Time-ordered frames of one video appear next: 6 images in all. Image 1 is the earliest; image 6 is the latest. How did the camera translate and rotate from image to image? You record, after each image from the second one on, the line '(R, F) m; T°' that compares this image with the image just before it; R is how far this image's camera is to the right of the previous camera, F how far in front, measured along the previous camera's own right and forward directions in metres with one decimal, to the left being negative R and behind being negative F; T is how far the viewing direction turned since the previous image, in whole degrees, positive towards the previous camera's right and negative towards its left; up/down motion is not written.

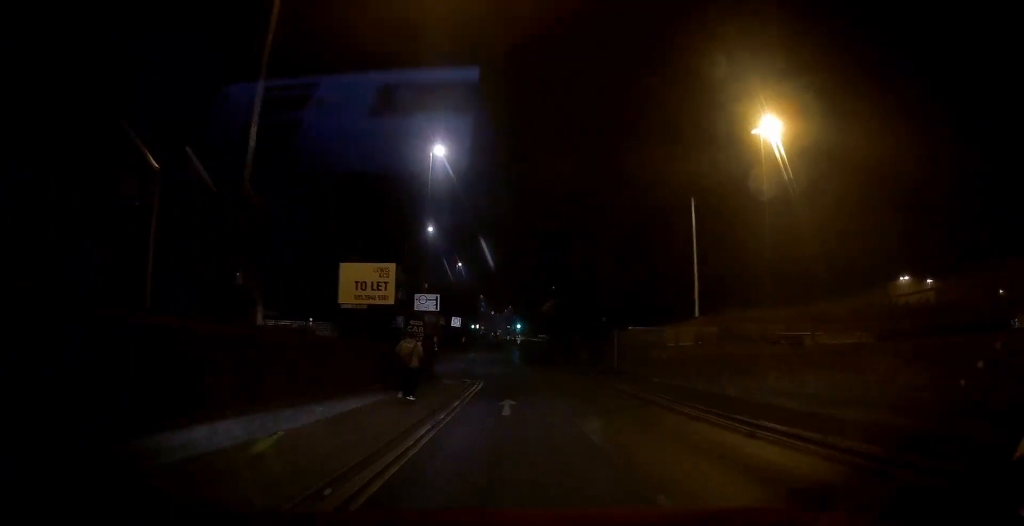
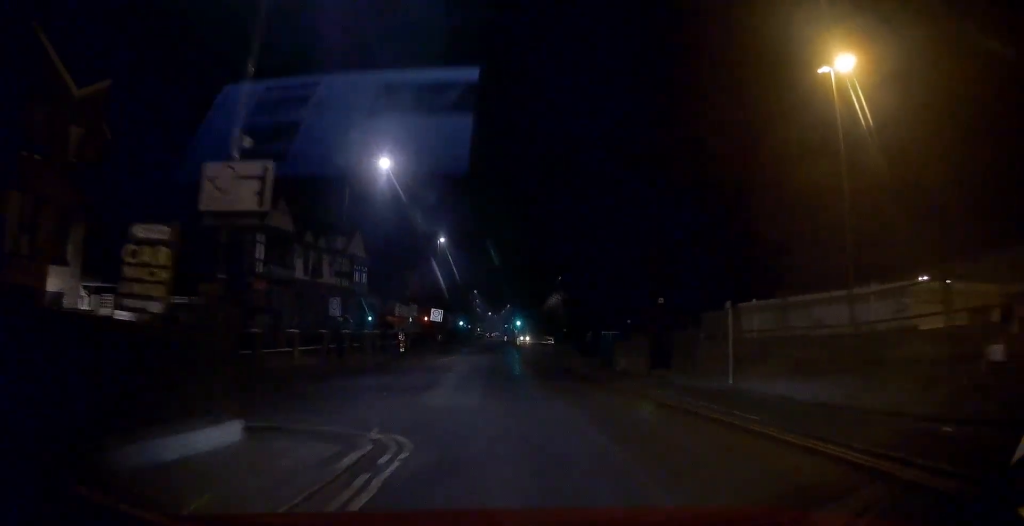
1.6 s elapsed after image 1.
(+0.3, +18.7) m; +1°
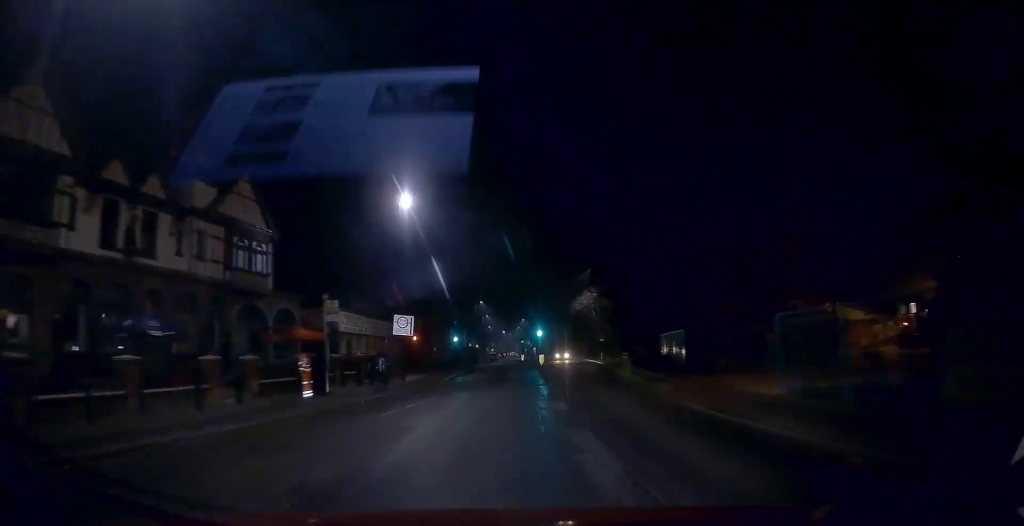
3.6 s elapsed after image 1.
(+0.1, +26.2) m; 0°
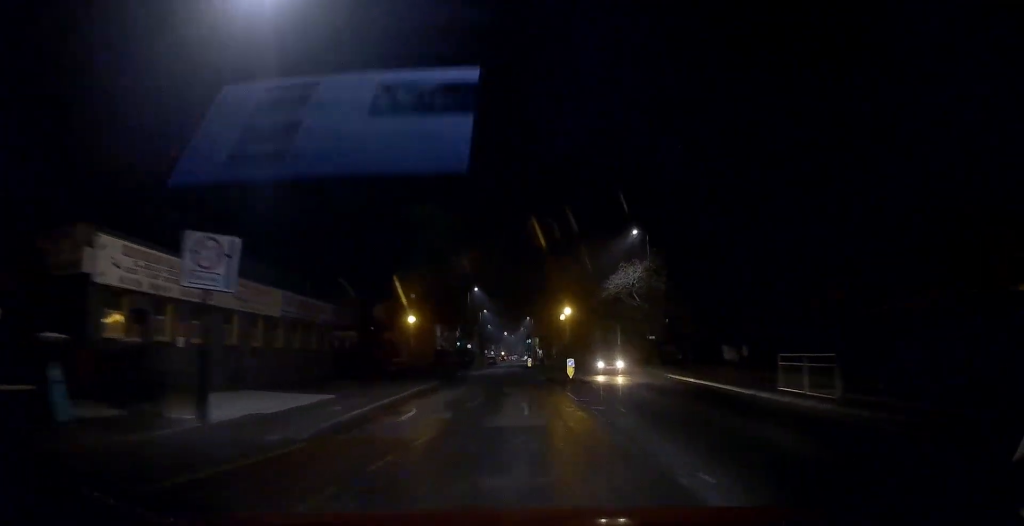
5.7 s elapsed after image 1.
(-0.3, +22.1) m; -2°
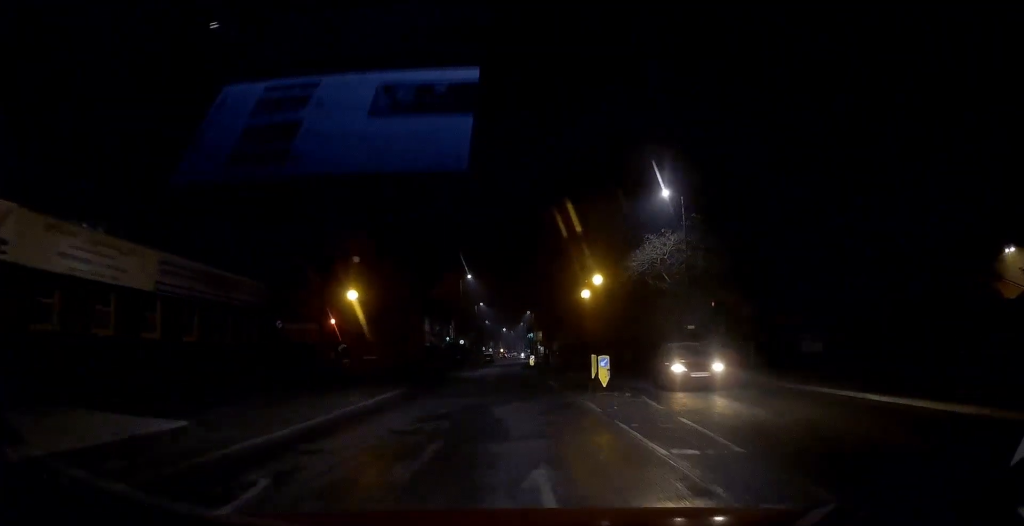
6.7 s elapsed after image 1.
(0.0, +11.9) m; 0°
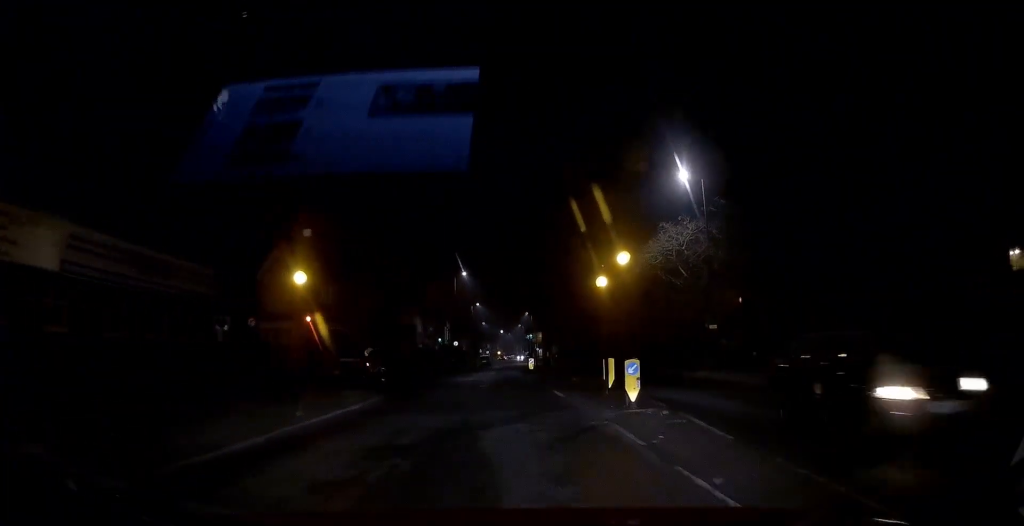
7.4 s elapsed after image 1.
(0.0, +7.2) m; 0°
